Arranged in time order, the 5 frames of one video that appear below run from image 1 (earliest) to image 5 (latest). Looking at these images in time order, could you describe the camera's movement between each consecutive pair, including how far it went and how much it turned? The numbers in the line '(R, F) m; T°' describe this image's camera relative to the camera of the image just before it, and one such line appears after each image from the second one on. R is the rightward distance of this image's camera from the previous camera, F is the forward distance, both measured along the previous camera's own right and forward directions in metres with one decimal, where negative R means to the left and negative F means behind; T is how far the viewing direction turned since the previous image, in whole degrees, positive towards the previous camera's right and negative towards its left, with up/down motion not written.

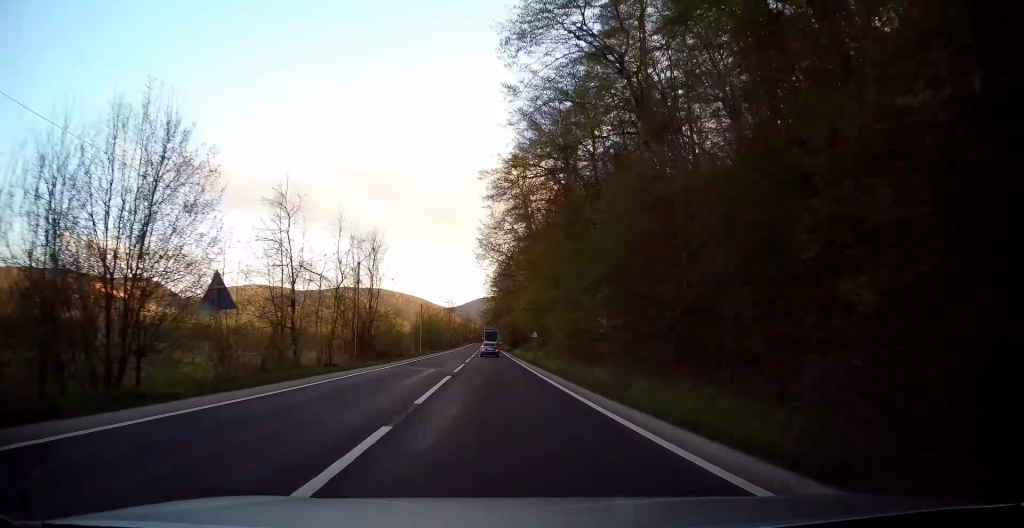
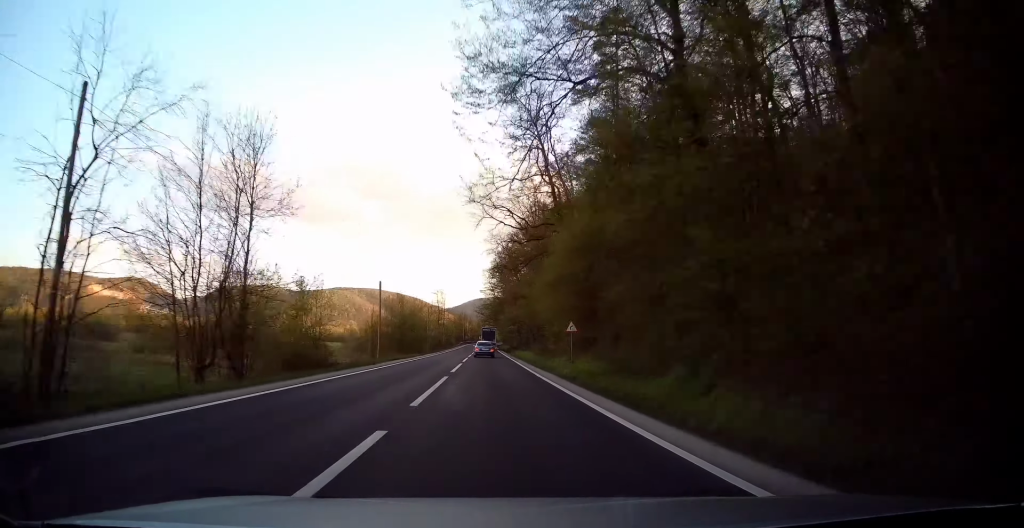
(+0.4, +25.6) m; 0°
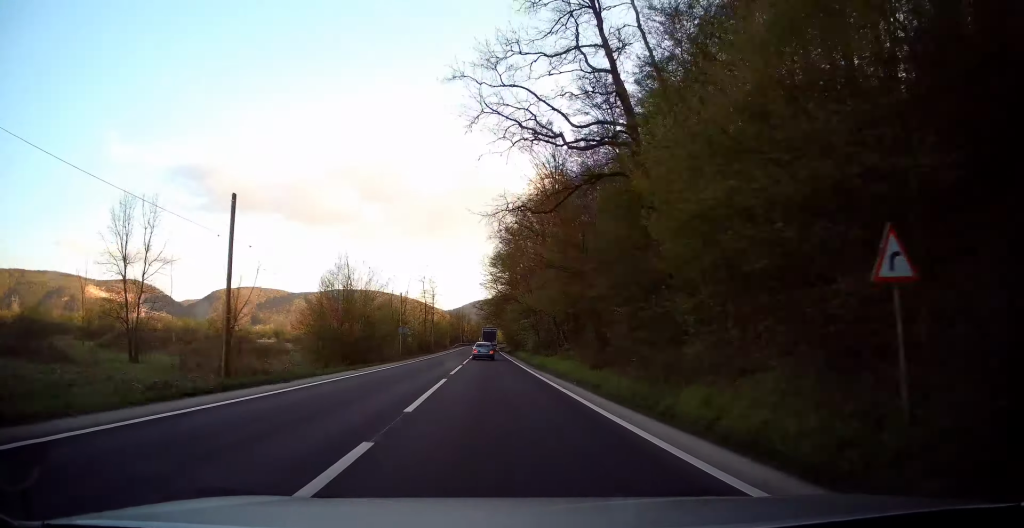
(-0.3, +26.1) m; 0°
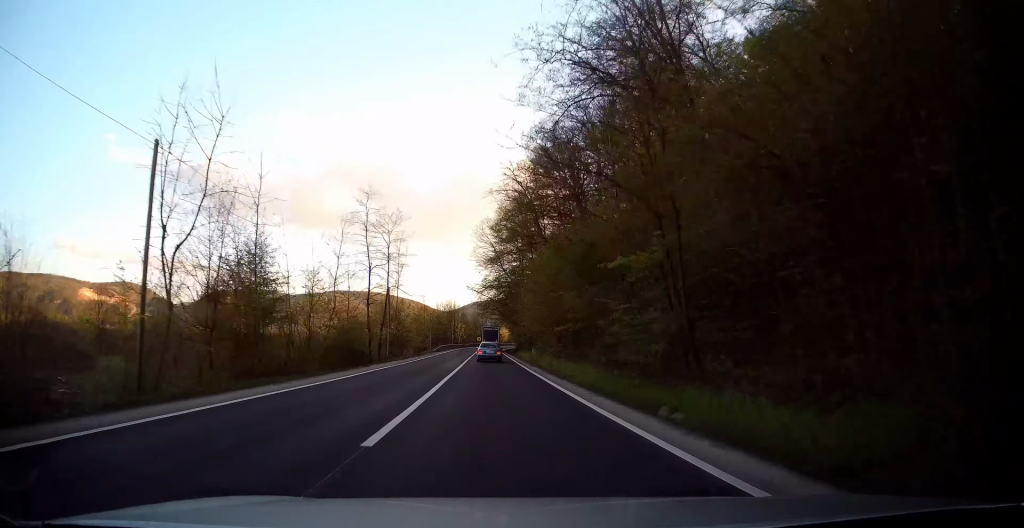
(+0.3, +40.7) m; 0°
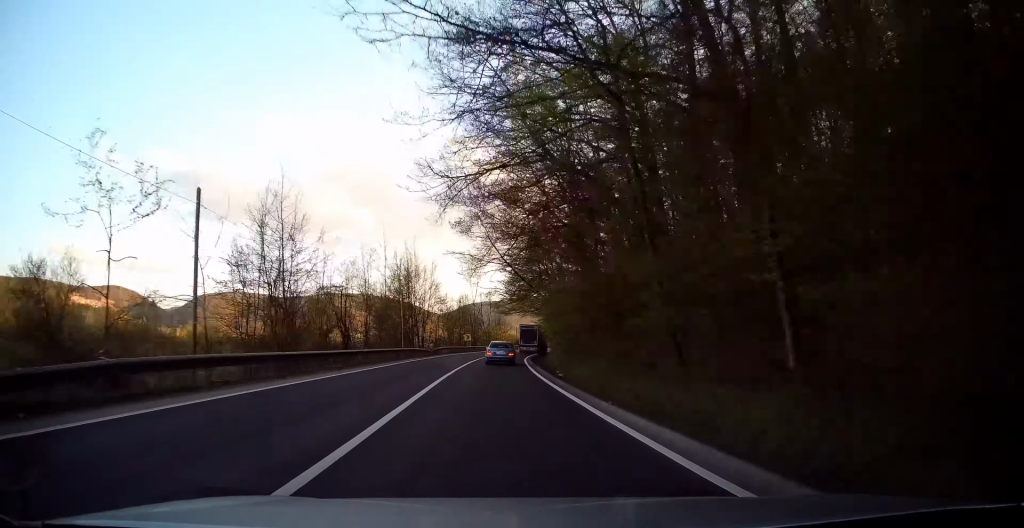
(+0.5, +65.7) m; +1°
